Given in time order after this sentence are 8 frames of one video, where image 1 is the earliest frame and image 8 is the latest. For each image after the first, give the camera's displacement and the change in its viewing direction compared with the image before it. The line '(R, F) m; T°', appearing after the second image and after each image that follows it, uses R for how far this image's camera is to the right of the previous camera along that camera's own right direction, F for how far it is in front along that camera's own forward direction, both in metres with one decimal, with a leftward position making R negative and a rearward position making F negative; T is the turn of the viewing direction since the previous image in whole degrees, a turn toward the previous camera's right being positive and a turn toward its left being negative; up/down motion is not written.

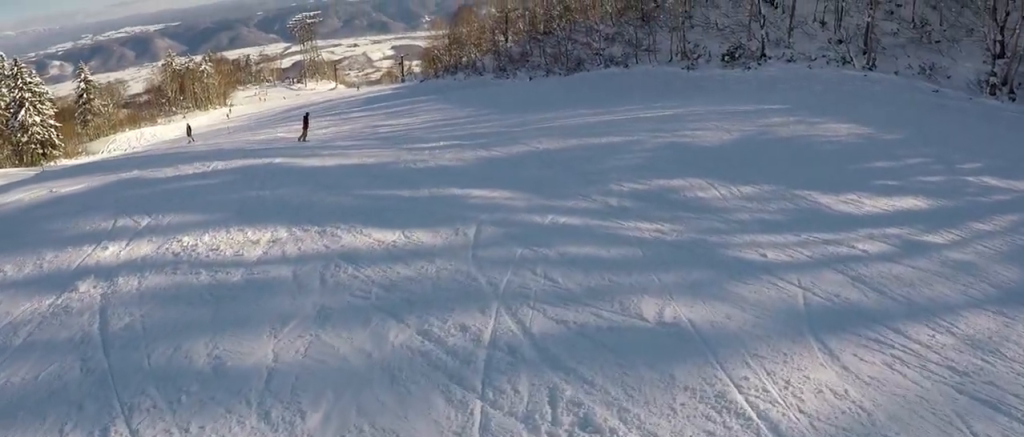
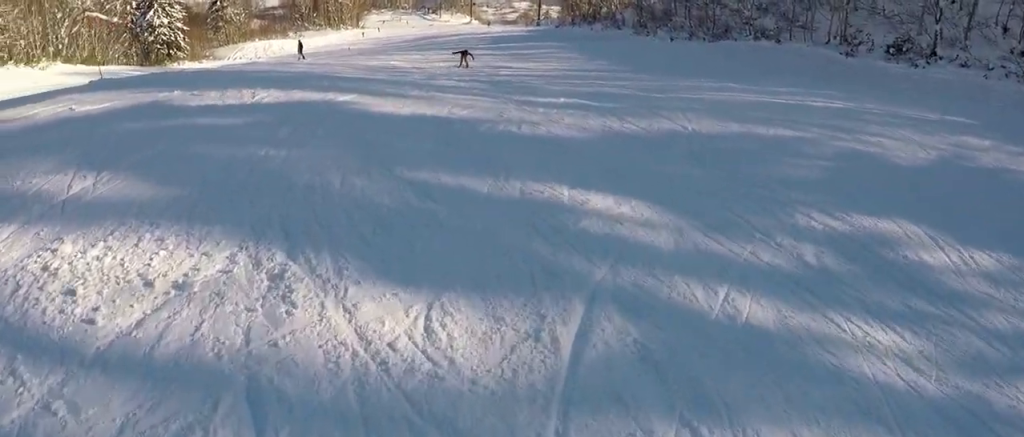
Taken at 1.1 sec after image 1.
(-1.0, +3.9) m; -14°
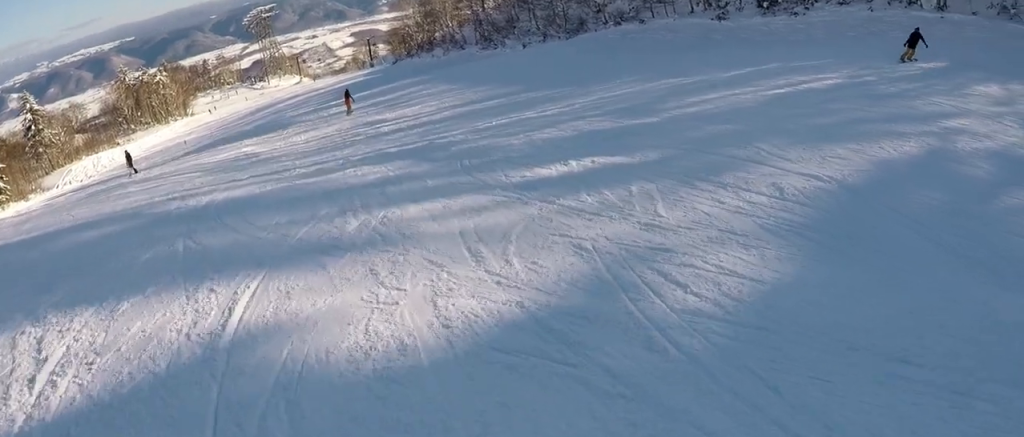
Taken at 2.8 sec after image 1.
(+0.7, +7.7) m; +14°
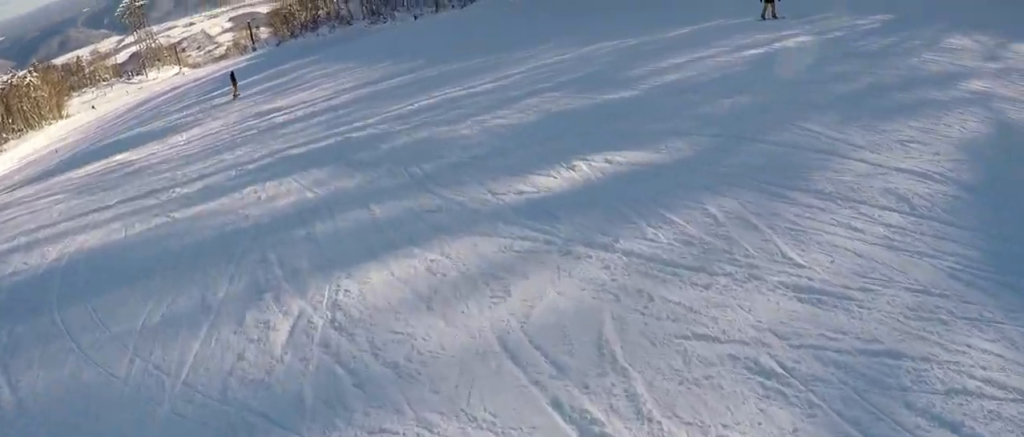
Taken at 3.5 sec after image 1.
(-0.2, +4.0) m; +13°
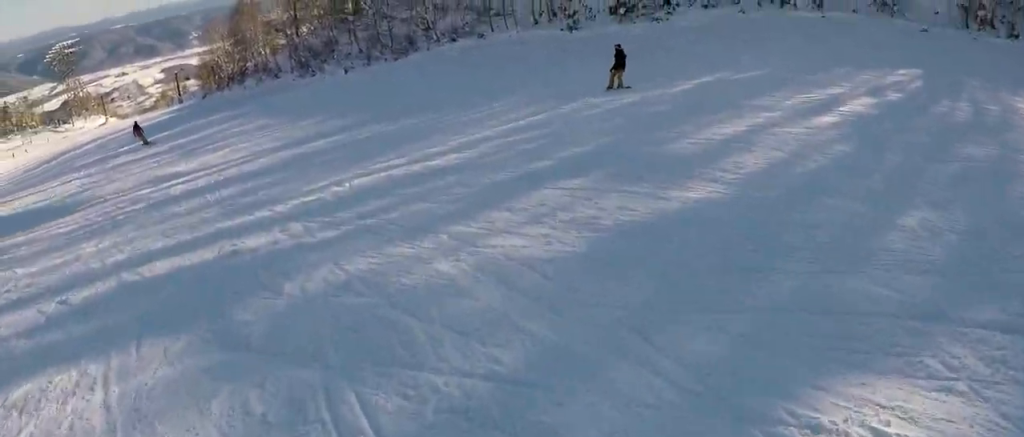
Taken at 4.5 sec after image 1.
(+1.4, +5.5) m; -5°
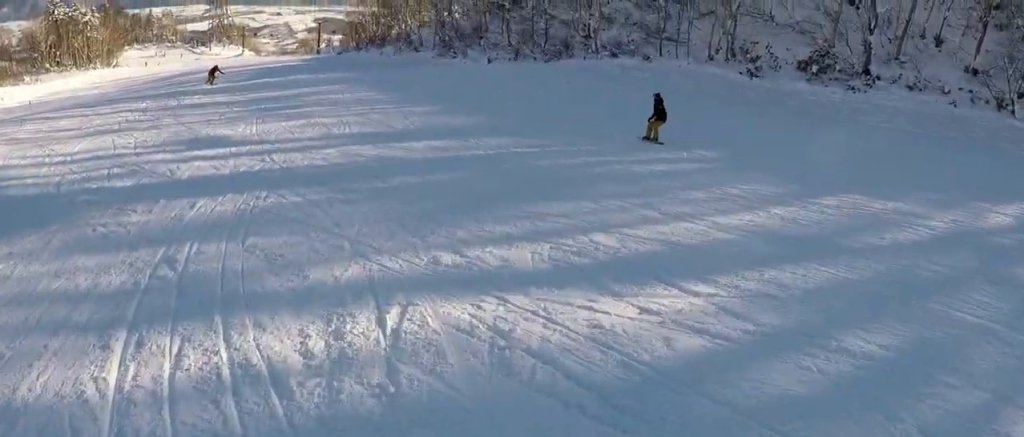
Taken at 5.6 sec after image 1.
(-2.3, +7.2) m; -22°
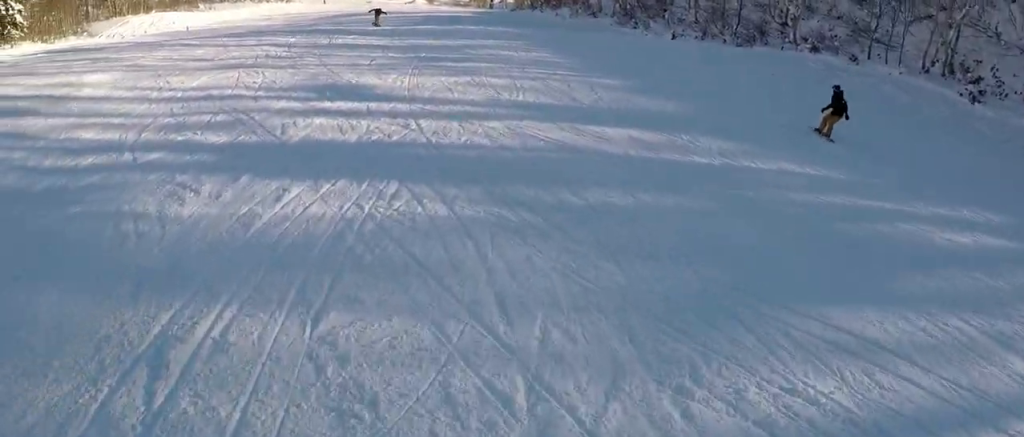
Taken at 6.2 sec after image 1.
(0.0, +4.0) m; -6°
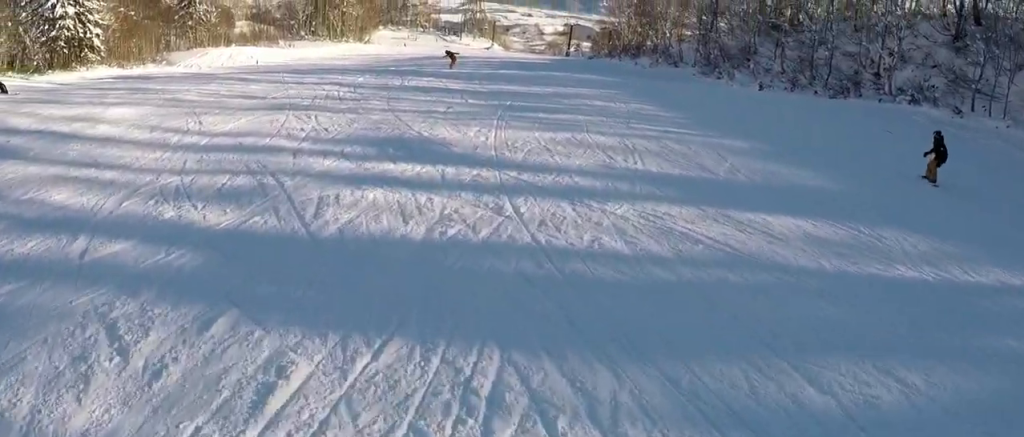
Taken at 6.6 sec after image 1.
(+0.3, +3.3) m; -5°
